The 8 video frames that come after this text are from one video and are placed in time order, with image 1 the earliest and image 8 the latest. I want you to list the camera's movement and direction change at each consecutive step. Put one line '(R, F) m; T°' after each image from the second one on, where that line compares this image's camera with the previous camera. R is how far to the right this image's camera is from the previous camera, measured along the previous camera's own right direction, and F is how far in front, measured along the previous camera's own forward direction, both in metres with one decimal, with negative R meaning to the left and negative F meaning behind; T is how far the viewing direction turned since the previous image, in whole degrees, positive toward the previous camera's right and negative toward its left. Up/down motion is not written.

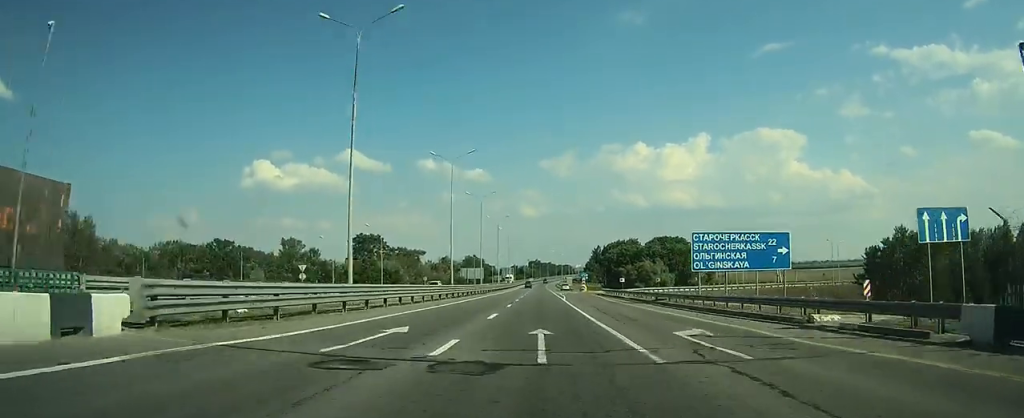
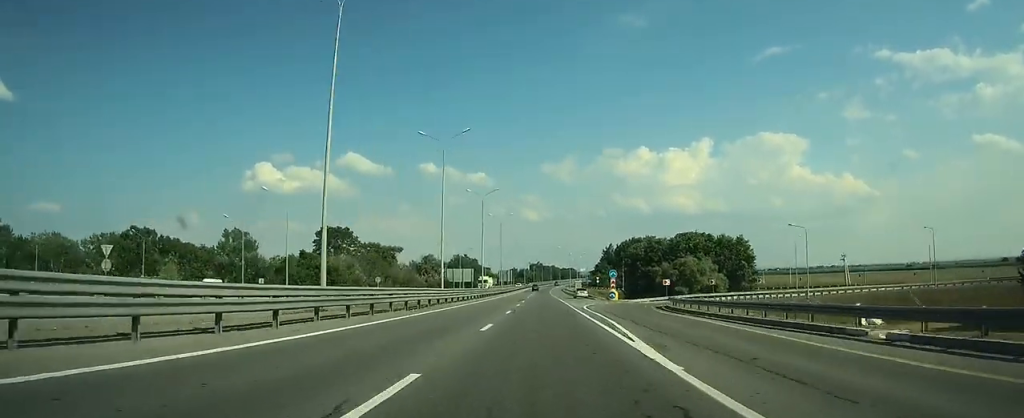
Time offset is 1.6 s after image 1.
(0.0, +40.0) m; 0°
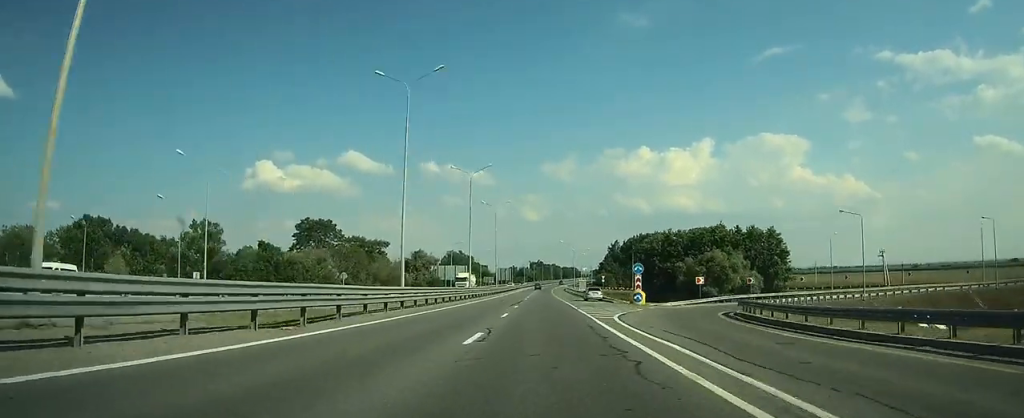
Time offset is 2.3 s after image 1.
(0.0, +16.5) m; 0°
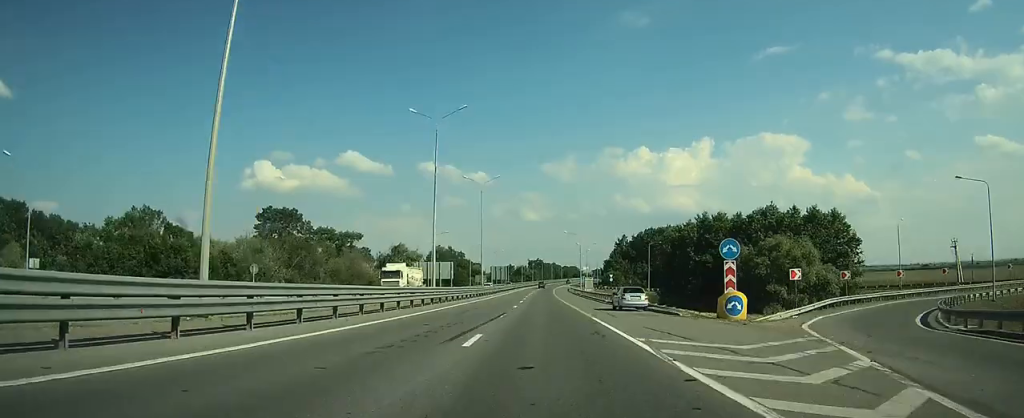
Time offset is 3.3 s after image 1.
(0.0, +24.1) m; 0°
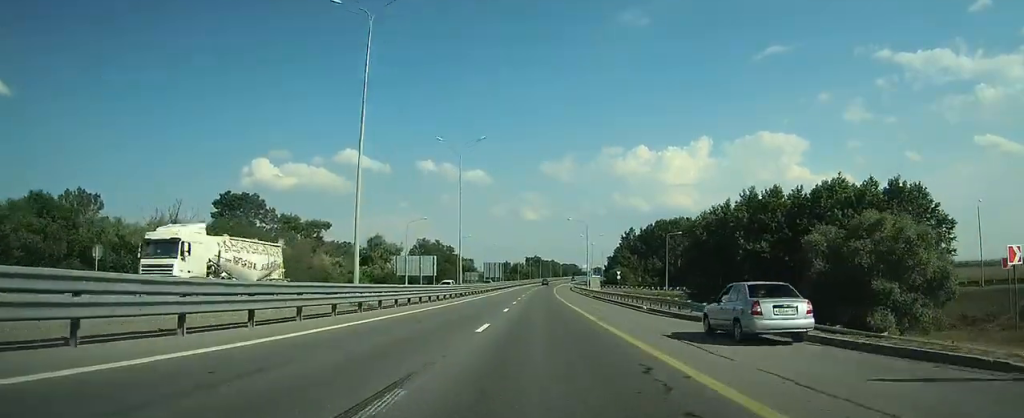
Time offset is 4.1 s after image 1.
(0.0, +20.2) m; 0°
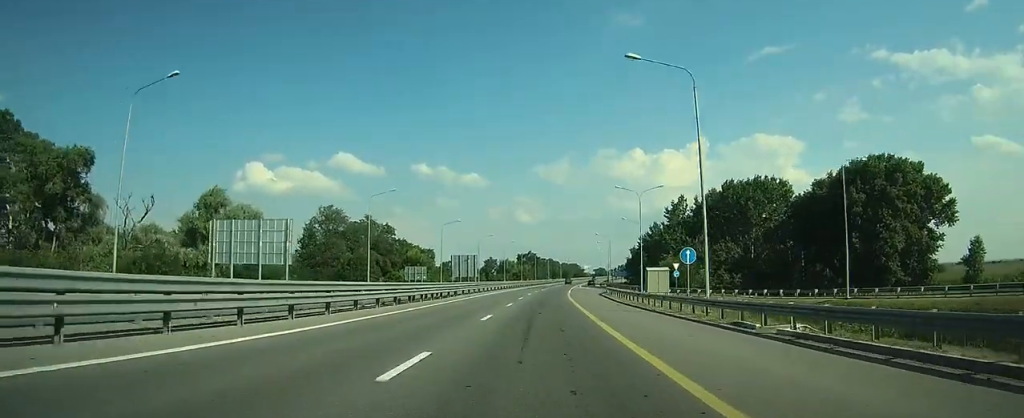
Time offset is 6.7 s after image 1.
(0.0, +68.5) m; 0°
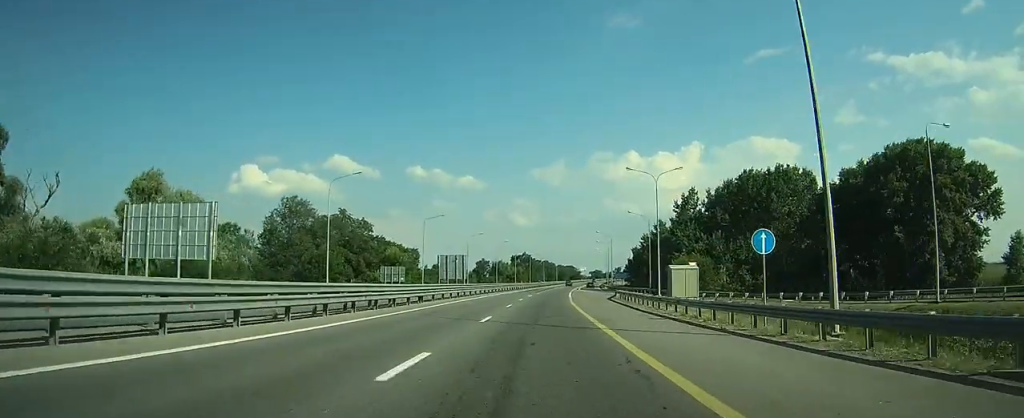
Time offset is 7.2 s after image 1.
(0.0, +12.0) m; 0°
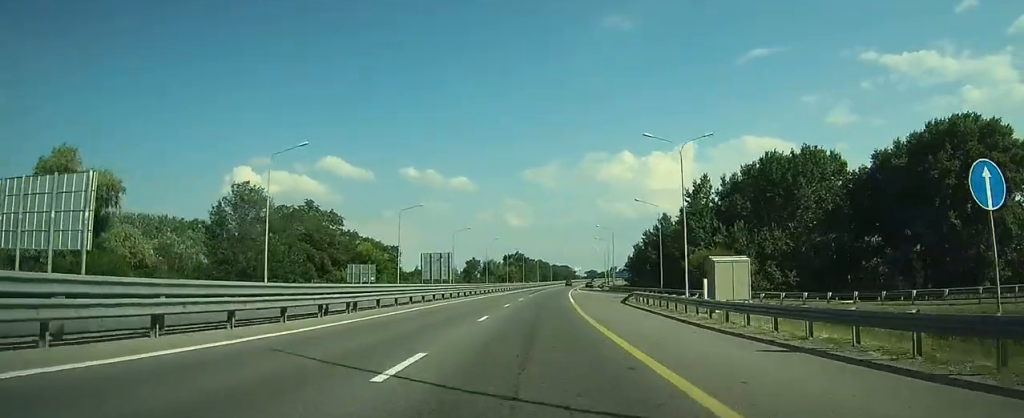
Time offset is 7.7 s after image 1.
(0.0, +12.1) m; 0°
